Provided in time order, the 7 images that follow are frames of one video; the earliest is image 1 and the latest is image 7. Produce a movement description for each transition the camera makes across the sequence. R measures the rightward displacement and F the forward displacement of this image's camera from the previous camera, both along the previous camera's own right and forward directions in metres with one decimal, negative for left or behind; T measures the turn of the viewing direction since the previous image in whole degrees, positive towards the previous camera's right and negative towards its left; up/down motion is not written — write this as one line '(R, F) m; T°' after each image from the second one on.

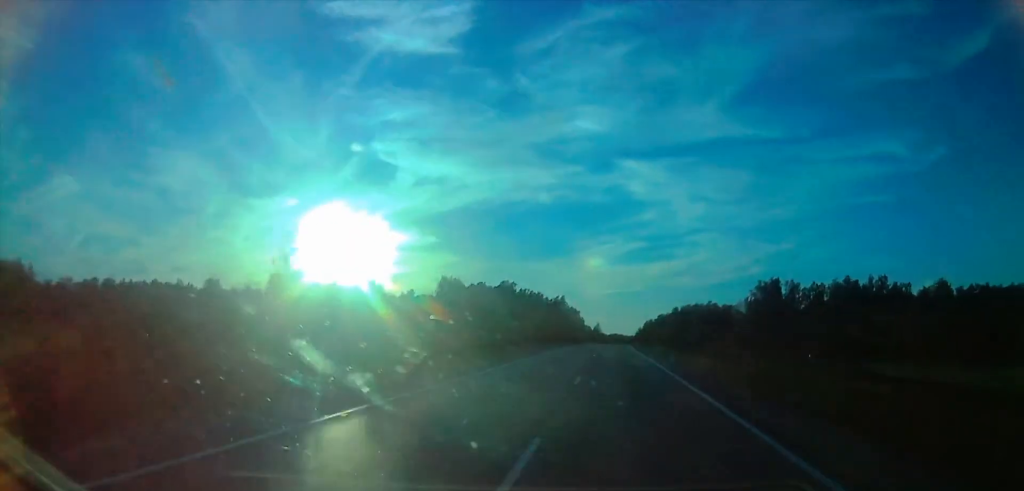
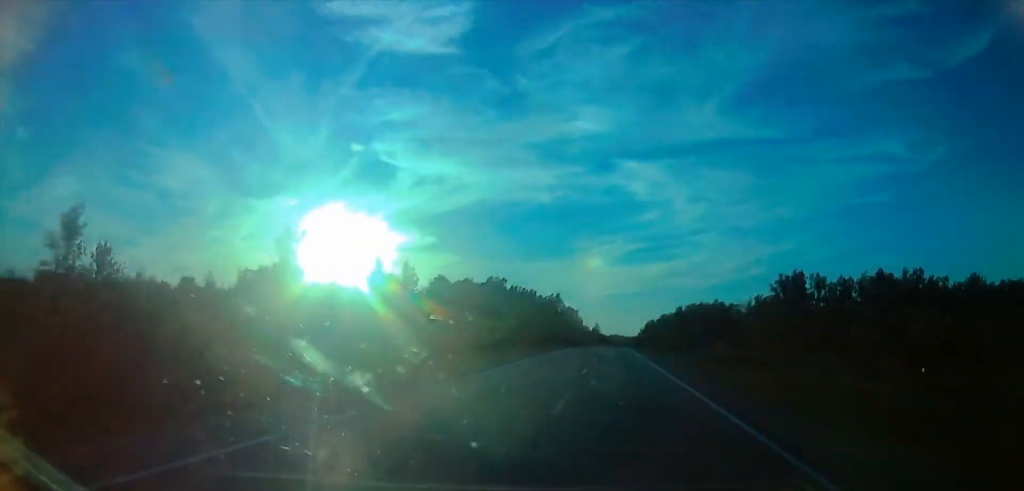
(+0.2, +17.6) m; 0°
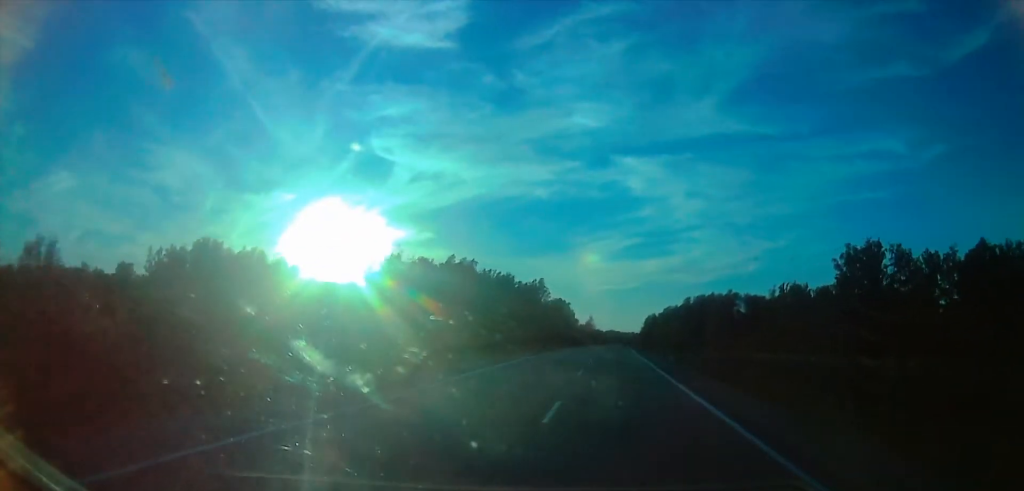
(+0.1, +36.6) m; 0°
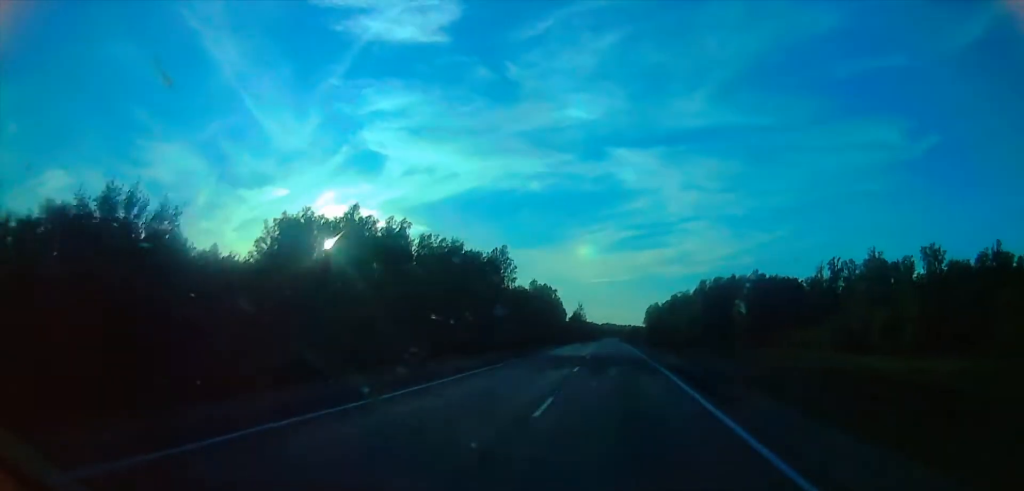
(+0.4, +48.3) m; 0°
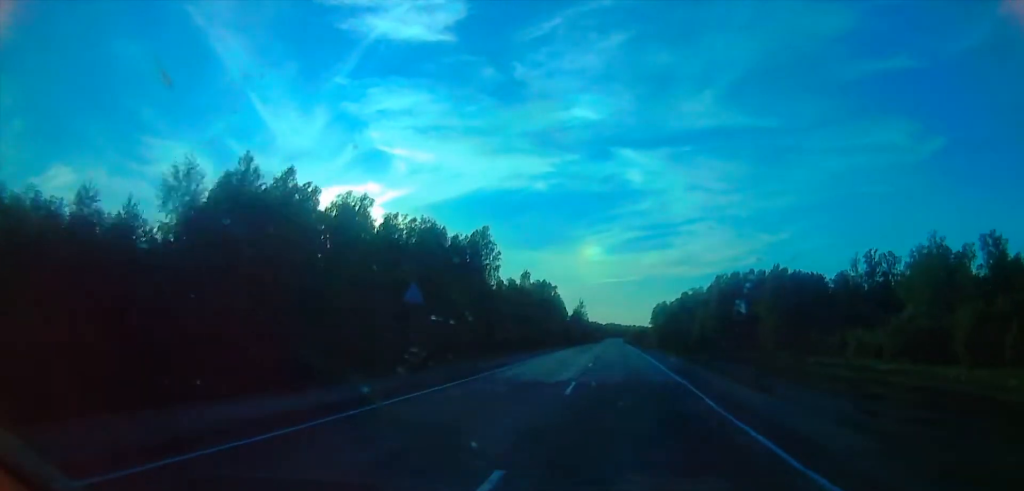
(0.0, +18.4) m; -1°
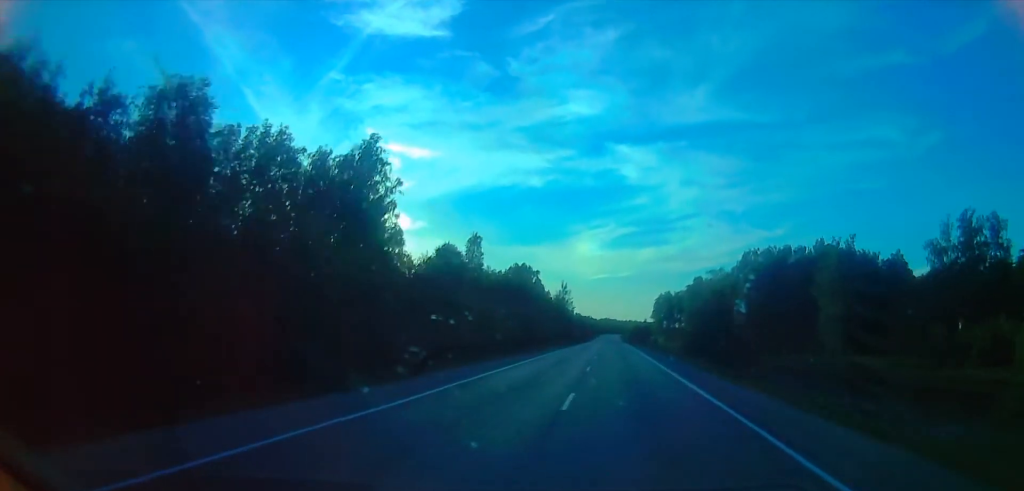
(-0.6, +35.2) m; 0°
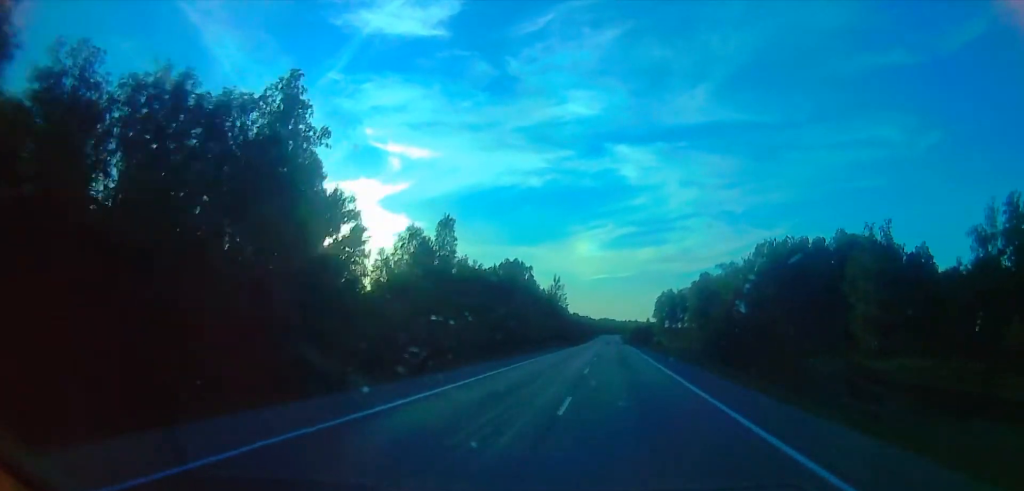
(0.0, +11.6) m; 0°
